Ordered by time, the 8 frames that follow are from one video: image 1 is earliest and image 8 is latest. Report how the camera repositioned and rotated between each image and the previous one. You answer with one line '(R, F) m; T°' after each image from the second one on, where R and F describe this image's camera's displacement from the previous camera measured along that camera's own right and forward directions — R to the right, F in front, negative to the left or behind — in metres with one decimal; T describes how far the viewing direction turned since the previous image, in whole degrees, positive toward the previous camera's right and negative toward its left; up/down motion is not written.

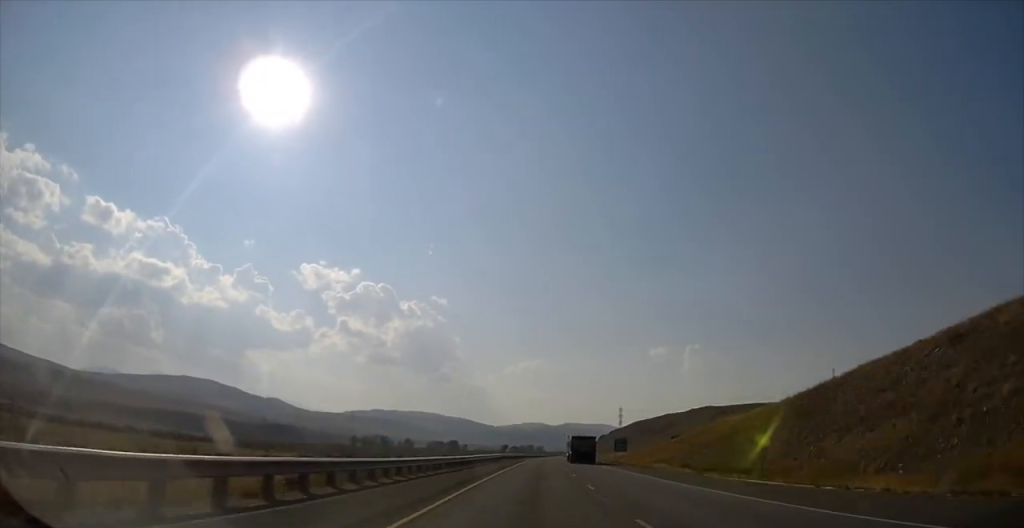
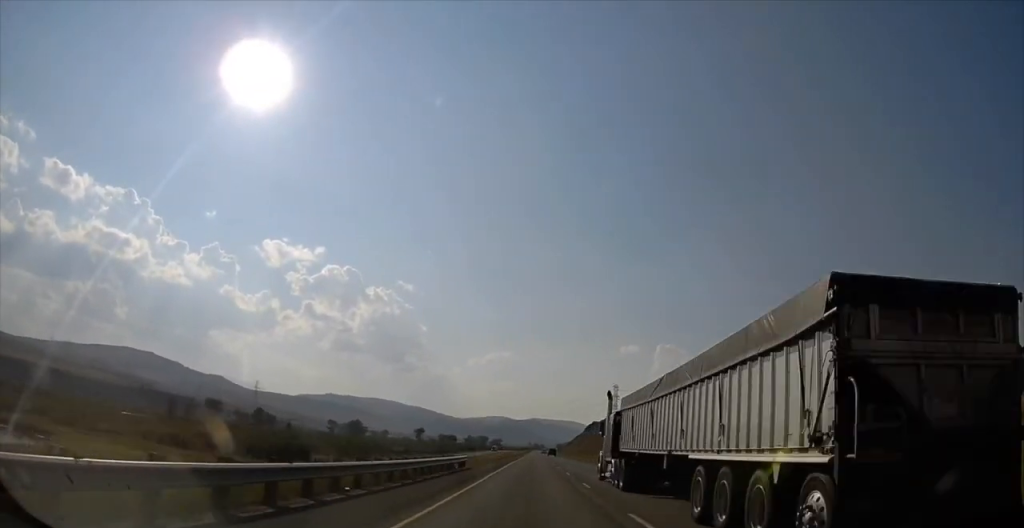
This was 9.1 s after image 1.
(+9.3, +356.8) m; +2°
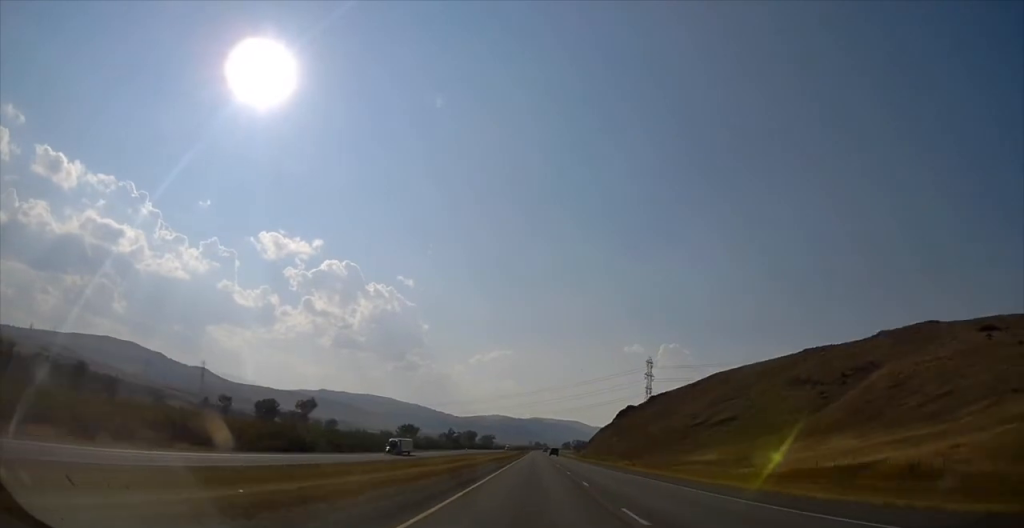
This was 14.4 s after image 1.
(+0.2, +209.0) m; +2°
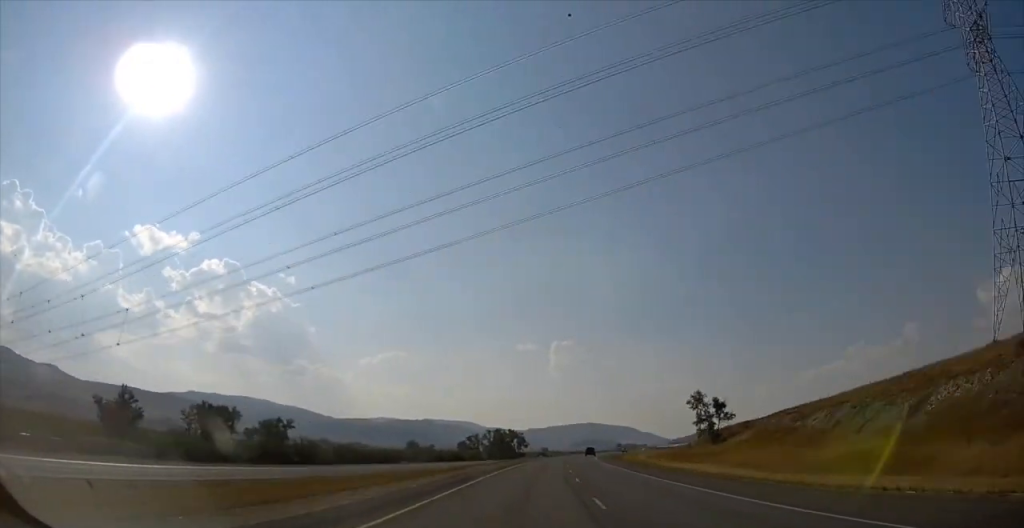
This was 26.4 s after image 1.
(+32.3, +466.4) m; +13°
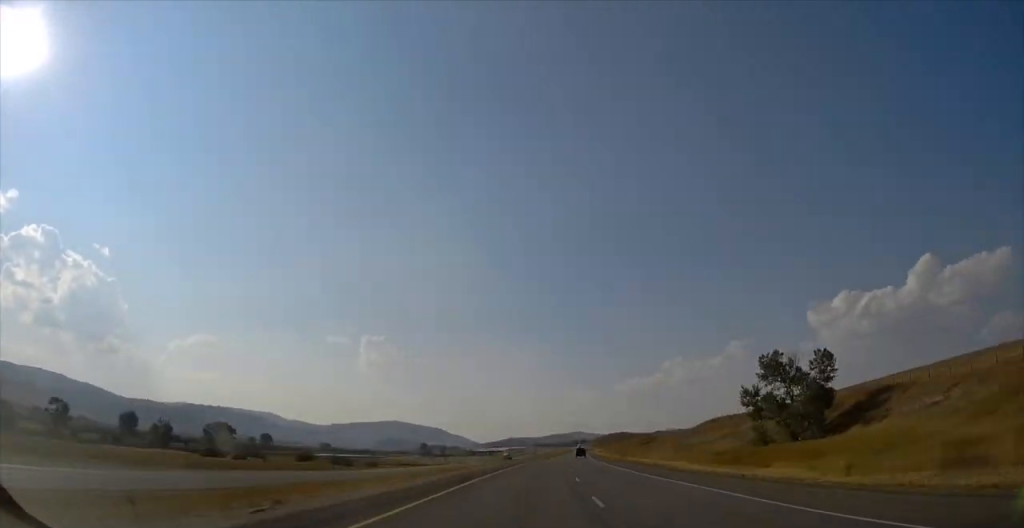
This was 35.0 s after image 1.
(+44.1, +330.5) m; +11°
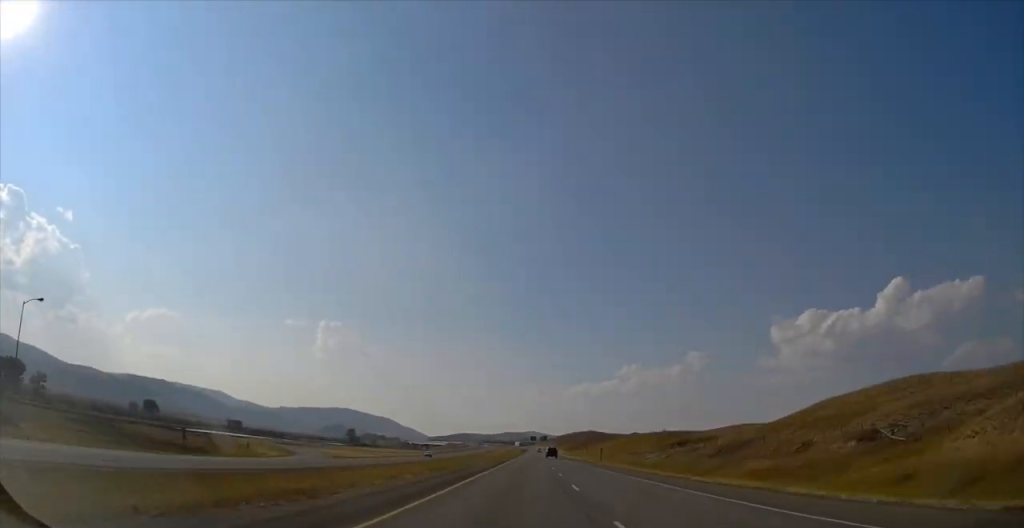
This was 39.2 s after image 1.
(+9.8, +166.5) m; +2°
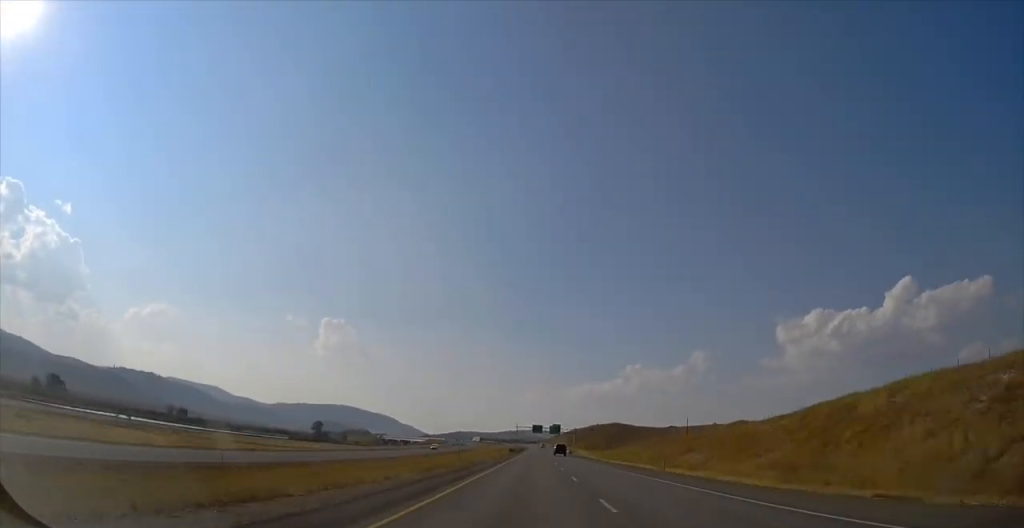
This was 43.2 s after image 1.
(+2.8, +156.1) m; -1°
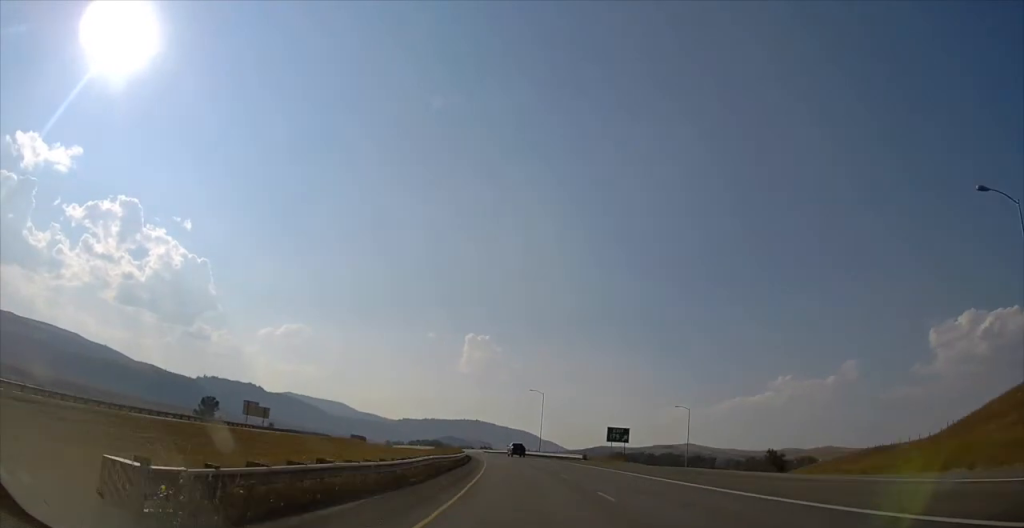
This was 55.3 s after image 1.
(-53.4, +460.9) m; -16°
